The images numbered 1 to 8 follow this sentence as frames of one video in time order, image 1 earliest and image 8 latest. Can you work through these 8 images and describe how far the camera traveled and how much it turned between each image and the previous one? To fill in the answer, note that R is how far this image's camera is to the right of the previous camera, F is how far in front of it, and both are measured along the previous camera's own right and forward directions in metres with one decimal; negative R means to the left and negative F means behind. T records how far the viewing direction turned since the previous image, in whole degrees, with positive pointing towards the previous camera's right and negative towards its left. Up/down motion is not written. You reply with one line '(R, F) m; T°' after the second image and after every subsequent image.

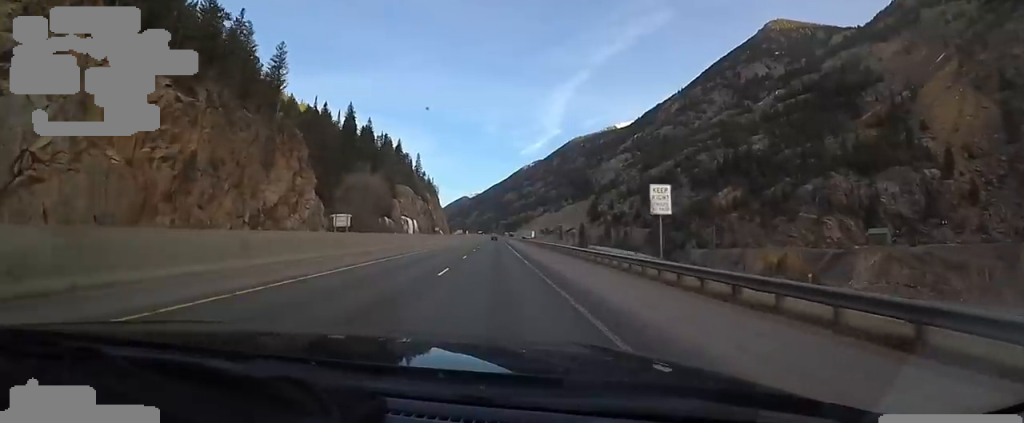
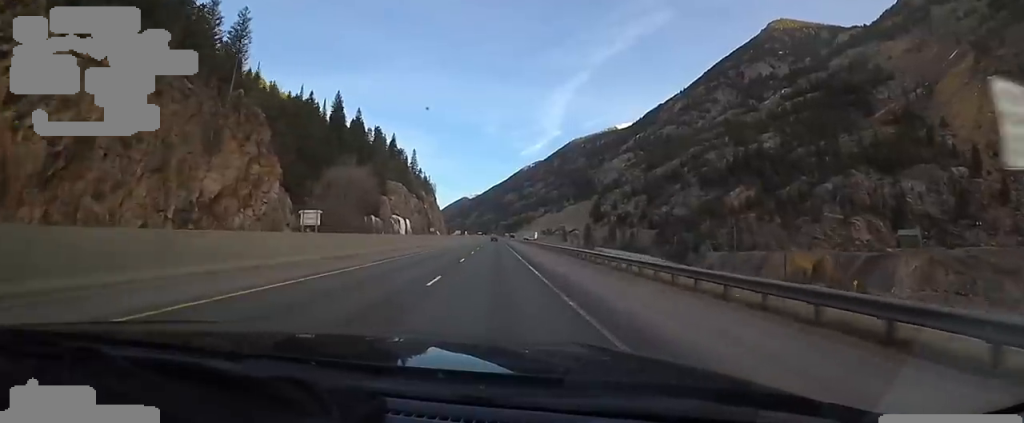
(-0.1, +14.5) m; 0°
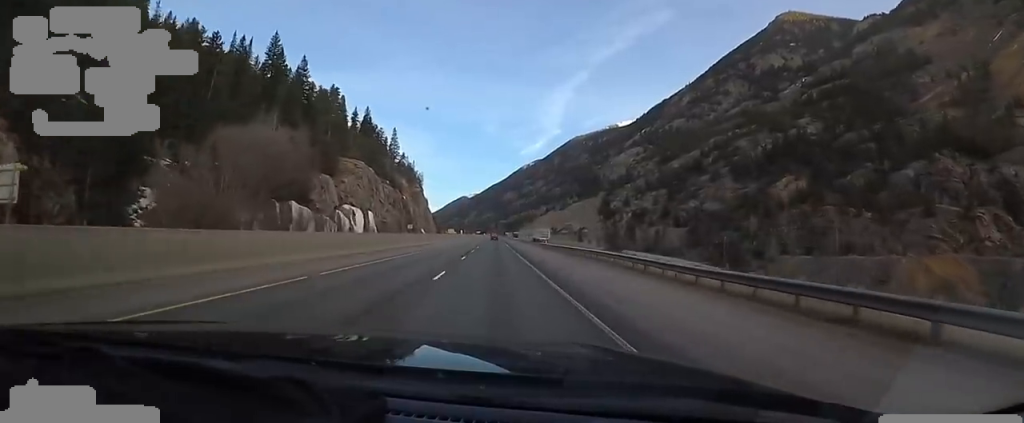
(-0.2, +47.7) m; 0°
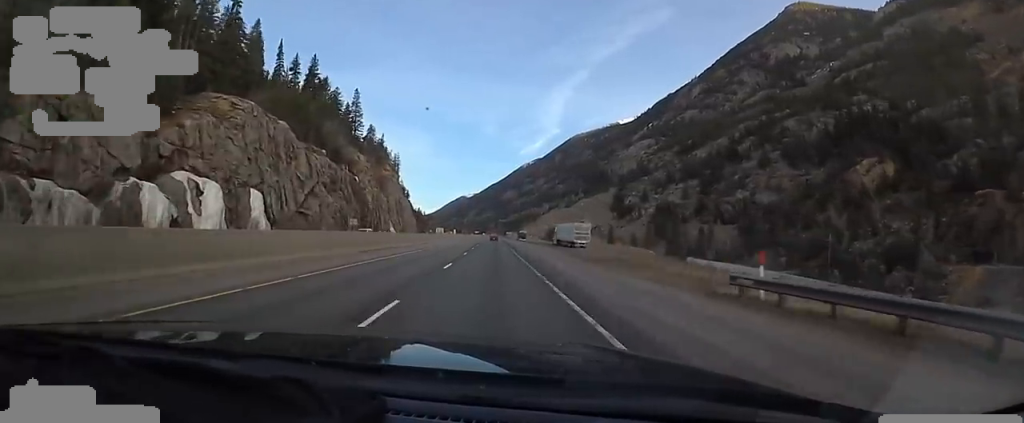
(0.0, +56.3) m; 0°
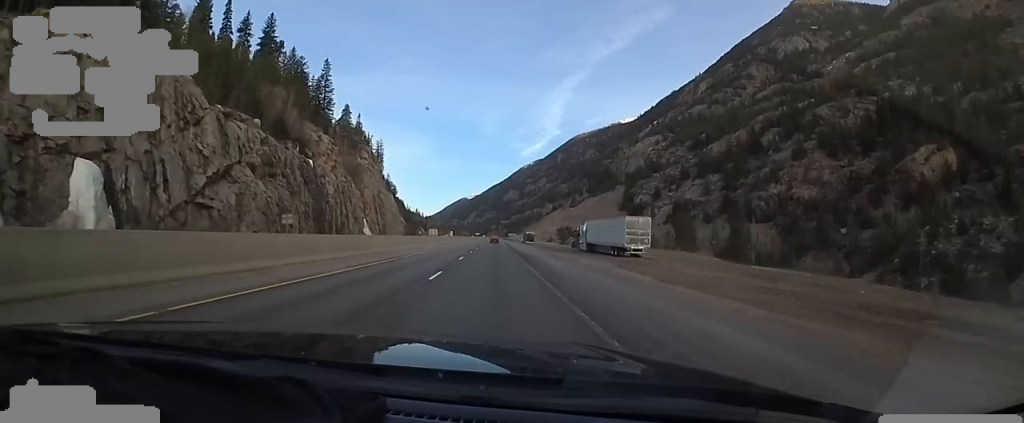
(0.0, +27.9) m; 0°
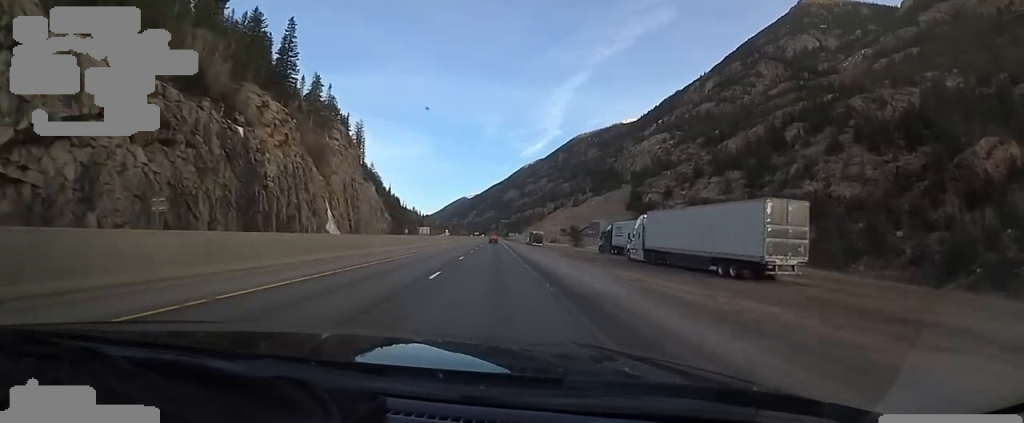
(+0.1, +23.7) m; 0°
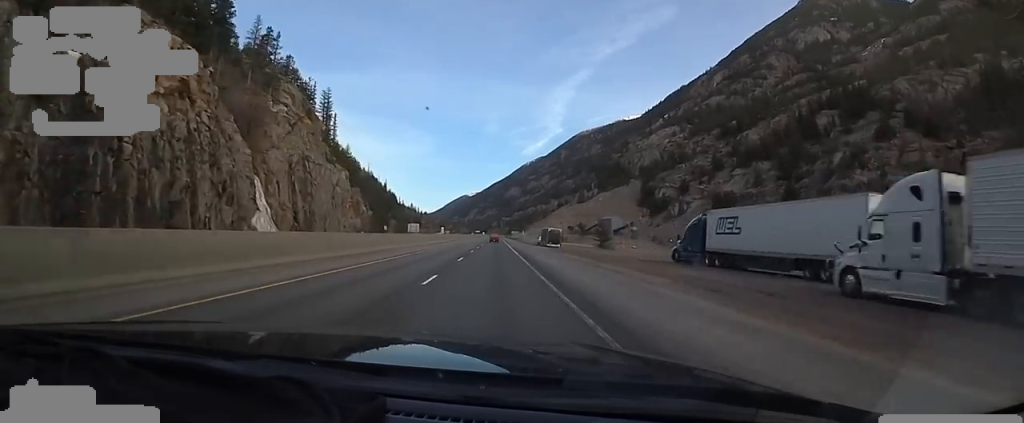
(+0.1, +26.7) m; 0°
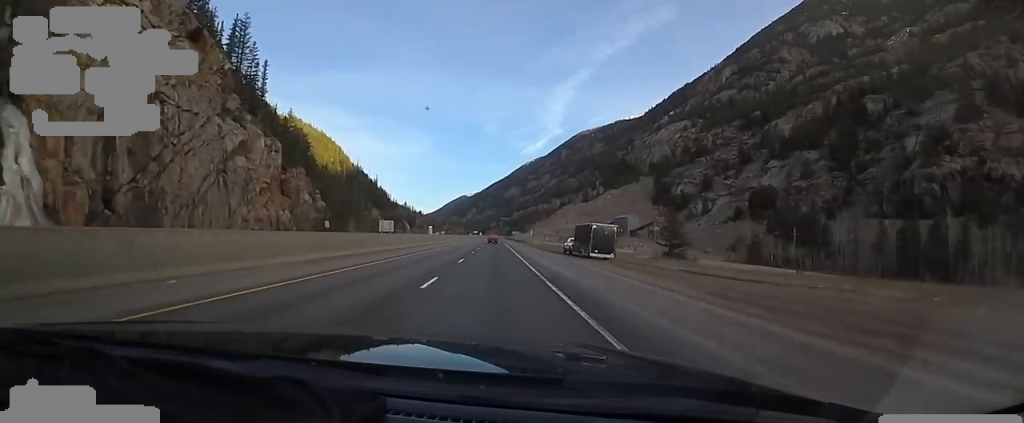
(-0.2, +36.2) m; 0°
